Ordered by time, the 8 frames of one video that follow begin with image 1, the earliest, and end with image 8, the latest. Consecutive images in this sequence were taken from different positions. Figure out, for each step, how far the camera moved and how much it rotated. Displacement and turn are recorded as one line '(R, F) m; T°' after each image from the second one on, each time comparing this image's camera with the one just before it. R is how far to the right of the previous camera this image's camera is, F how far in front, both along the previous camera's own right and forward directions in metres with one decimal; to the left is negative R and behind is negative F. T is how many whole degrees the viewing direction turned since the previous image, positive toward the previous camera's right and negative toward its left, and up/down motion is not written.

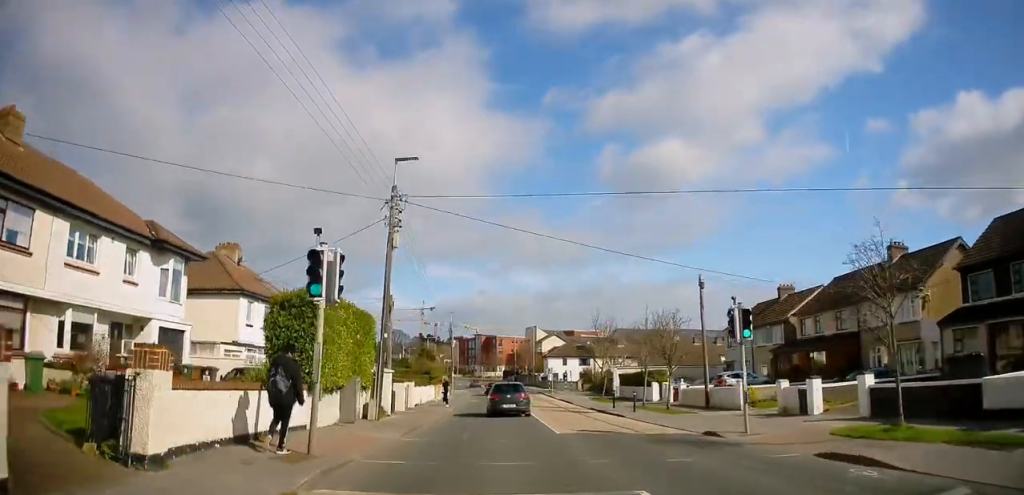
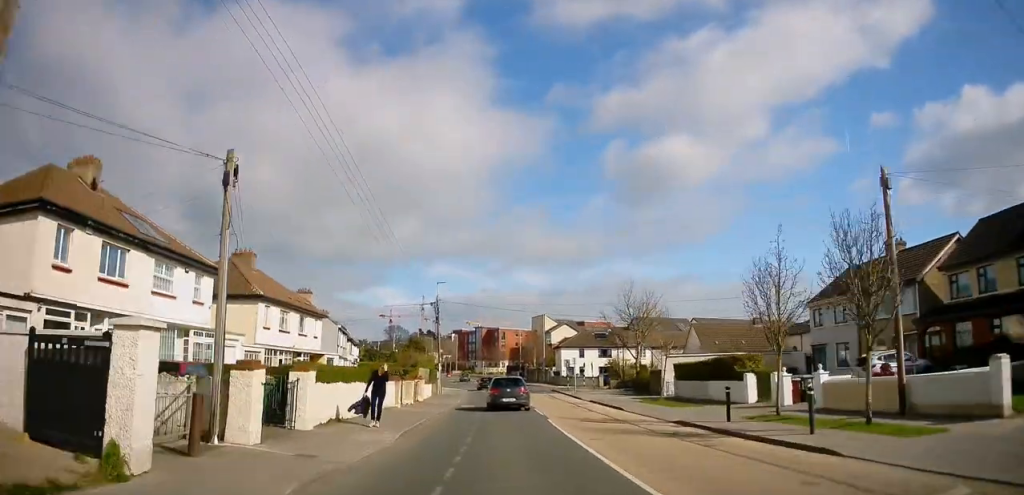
(+0.6, +16.2) m; +2°
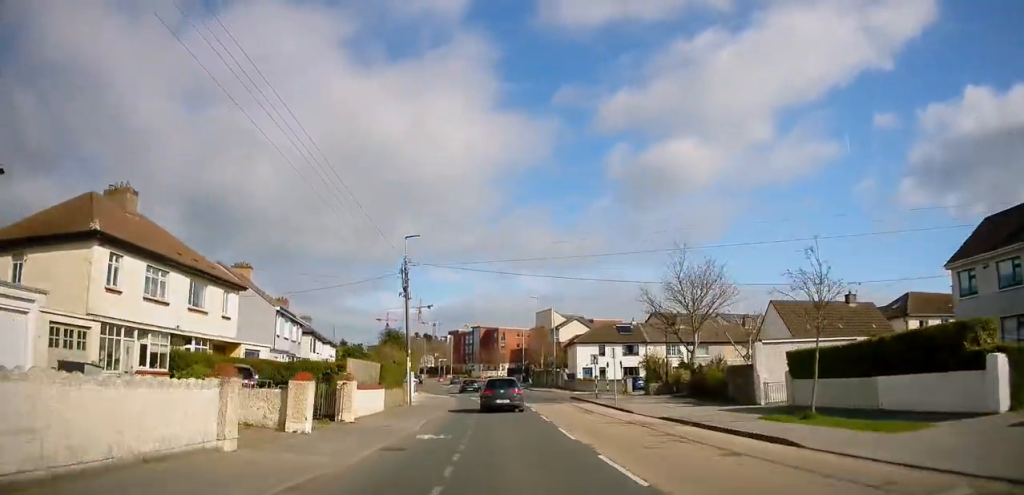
(-0.3, +15.5) m; -2°
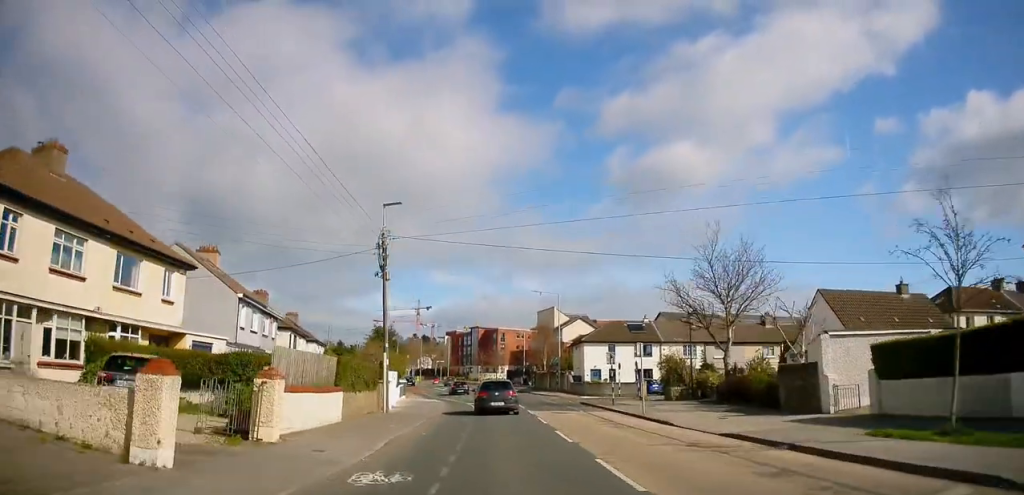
(-0.2, +6.3) m; 0°
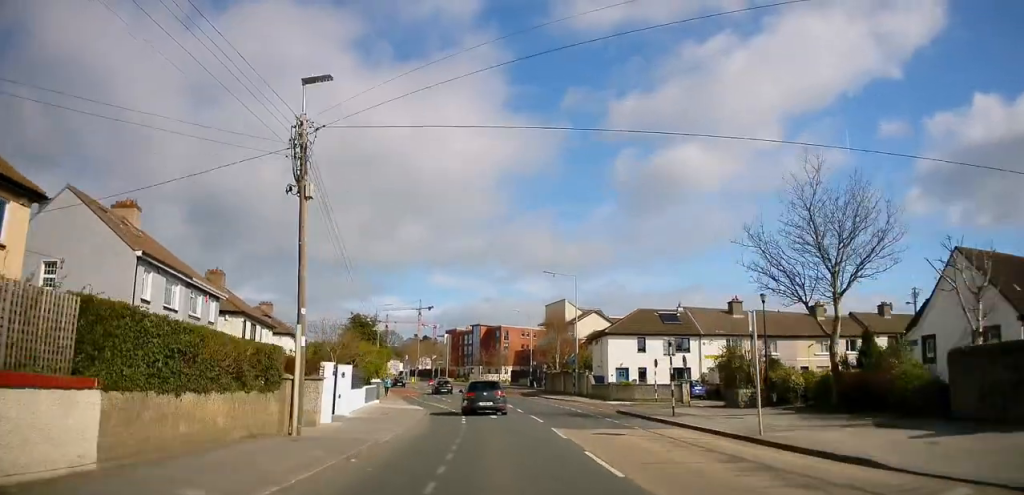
(+0.4, +11.0) m; +1°
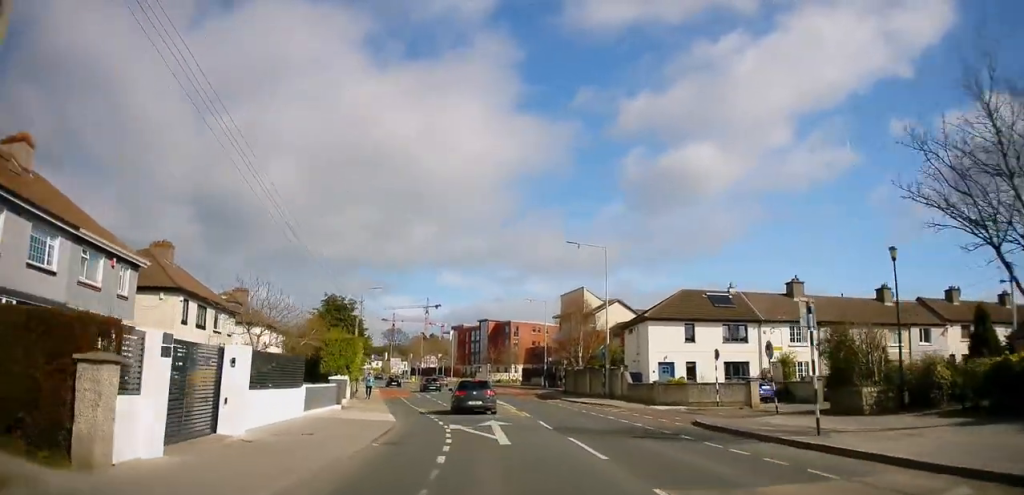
(0.0, +10.6) m; -1°
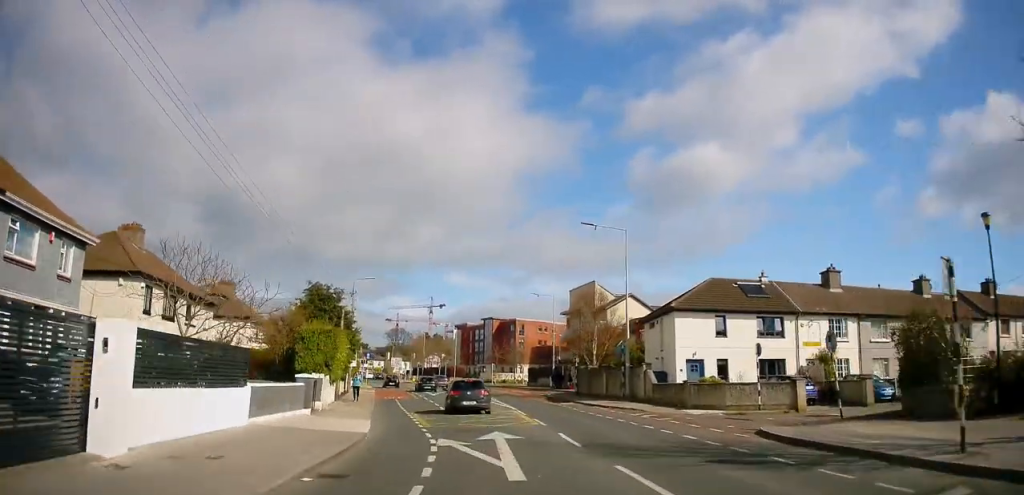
(0.0, +4.8) m; 0°
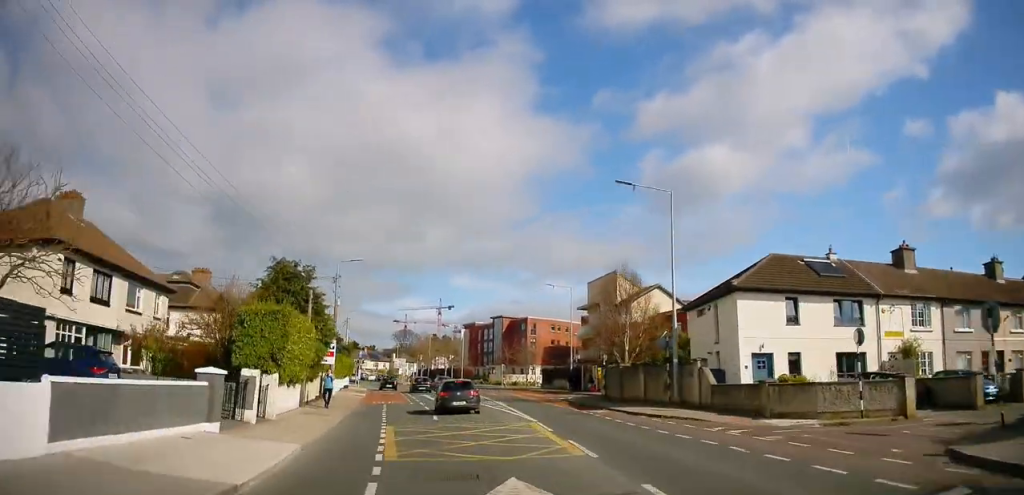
(0.0, +7.7) m; -1°
